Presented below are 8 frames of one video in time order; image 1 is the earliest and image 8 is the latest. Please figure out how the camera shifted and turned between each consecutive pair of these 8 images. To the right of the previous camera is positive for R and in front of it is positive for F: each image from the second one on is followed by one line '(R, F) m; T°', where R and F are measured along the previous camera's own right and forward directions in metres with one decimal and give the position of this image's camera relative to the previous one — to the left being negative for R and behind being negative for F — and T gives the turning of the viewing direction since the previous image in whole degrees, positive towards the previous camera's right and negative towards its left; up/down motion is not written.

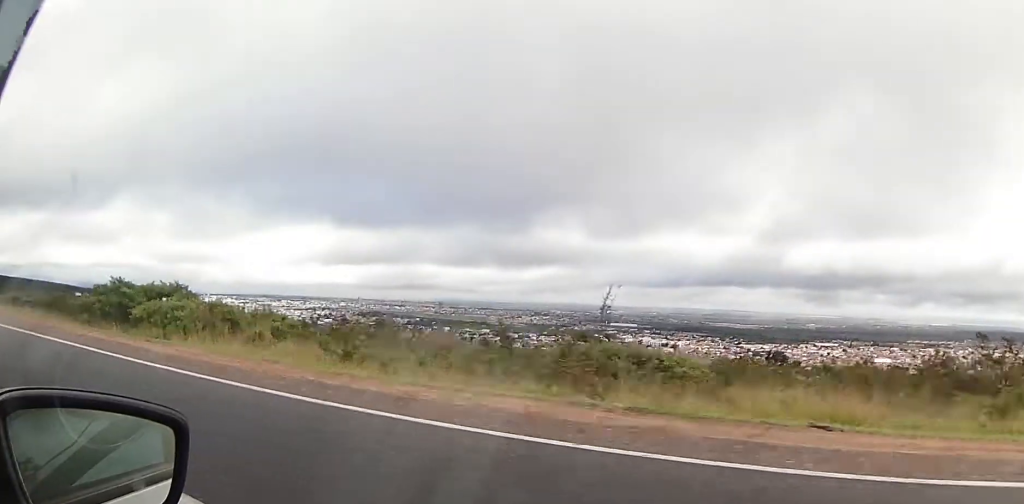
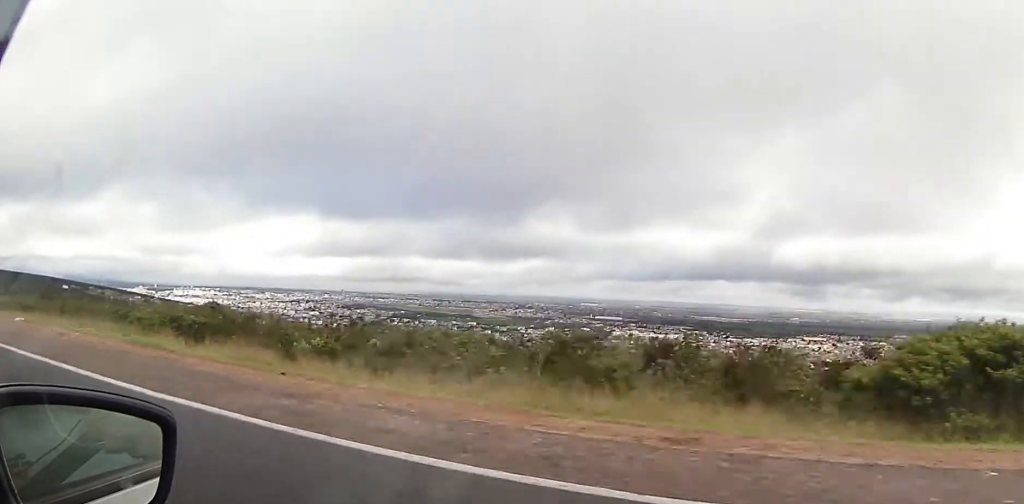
(0.0, +22.7) m; +1°
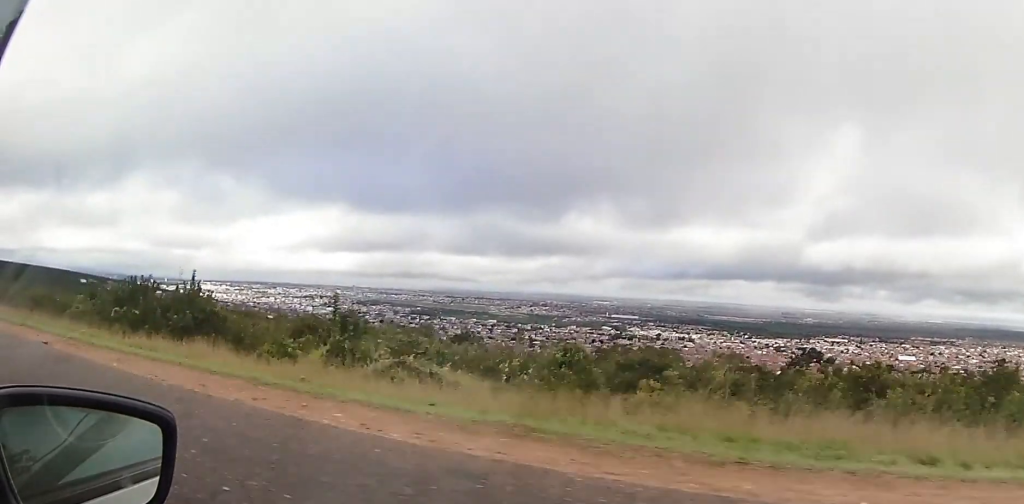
(+0.2, +53.6) m; 0°
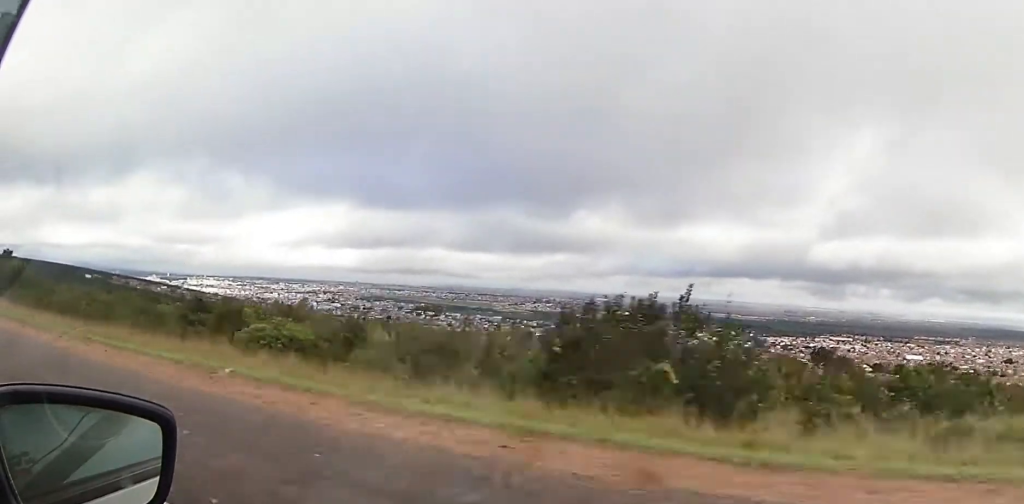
(-0.2, +14.6) m; 0°
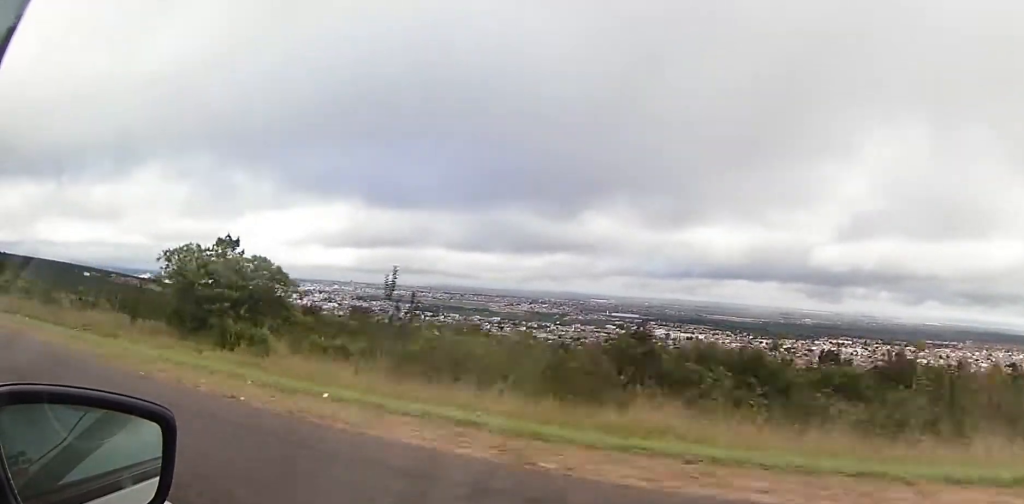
(+0.4, +24.6) m; +1°
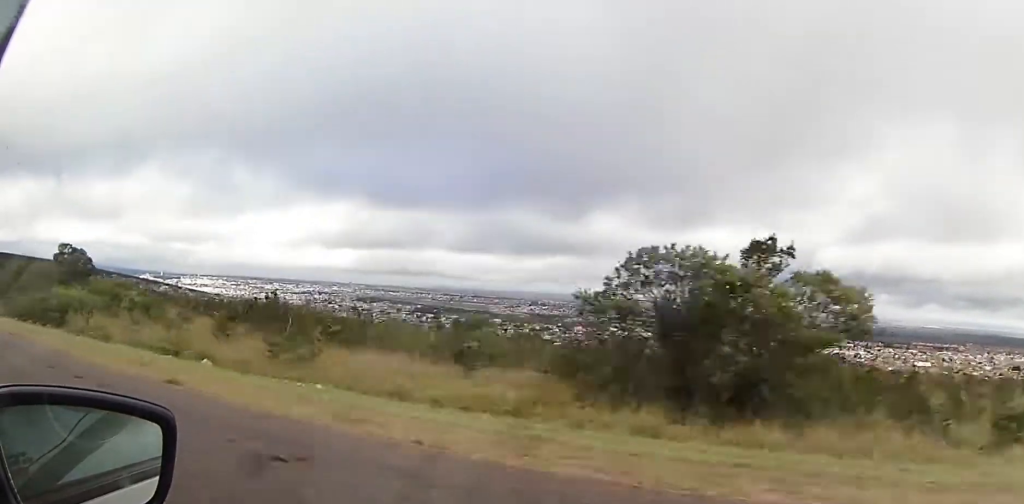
(0.0, +14.2) m; 0°
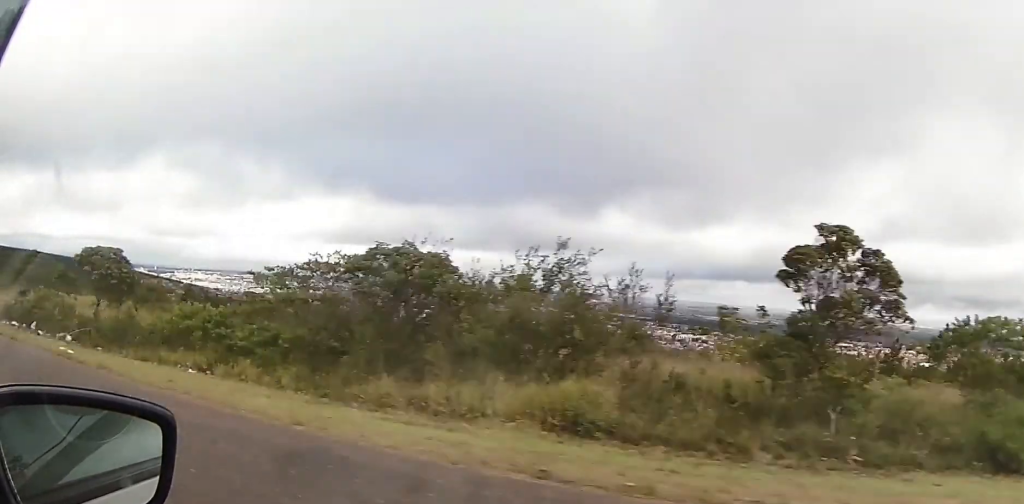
(-0.1, +28.7) m; 0°
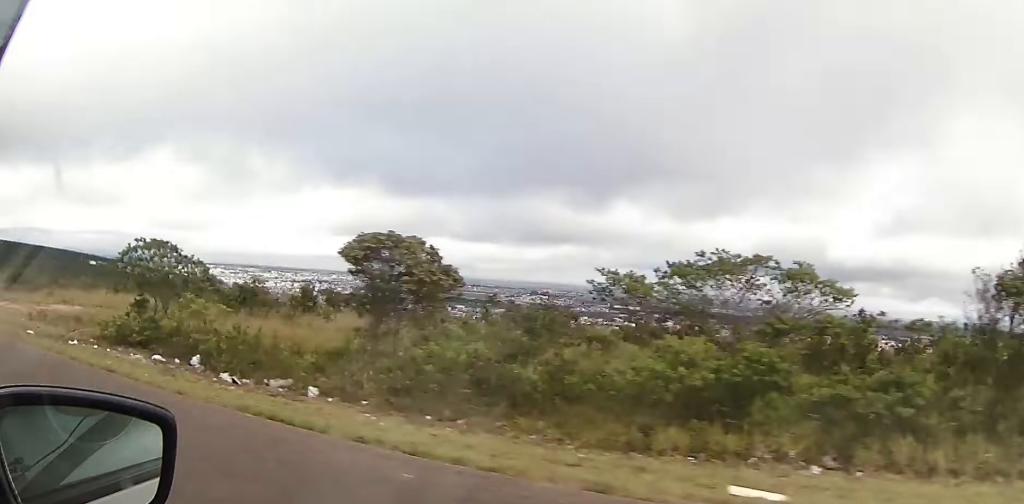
(0.0, +10.8) m; 0°
